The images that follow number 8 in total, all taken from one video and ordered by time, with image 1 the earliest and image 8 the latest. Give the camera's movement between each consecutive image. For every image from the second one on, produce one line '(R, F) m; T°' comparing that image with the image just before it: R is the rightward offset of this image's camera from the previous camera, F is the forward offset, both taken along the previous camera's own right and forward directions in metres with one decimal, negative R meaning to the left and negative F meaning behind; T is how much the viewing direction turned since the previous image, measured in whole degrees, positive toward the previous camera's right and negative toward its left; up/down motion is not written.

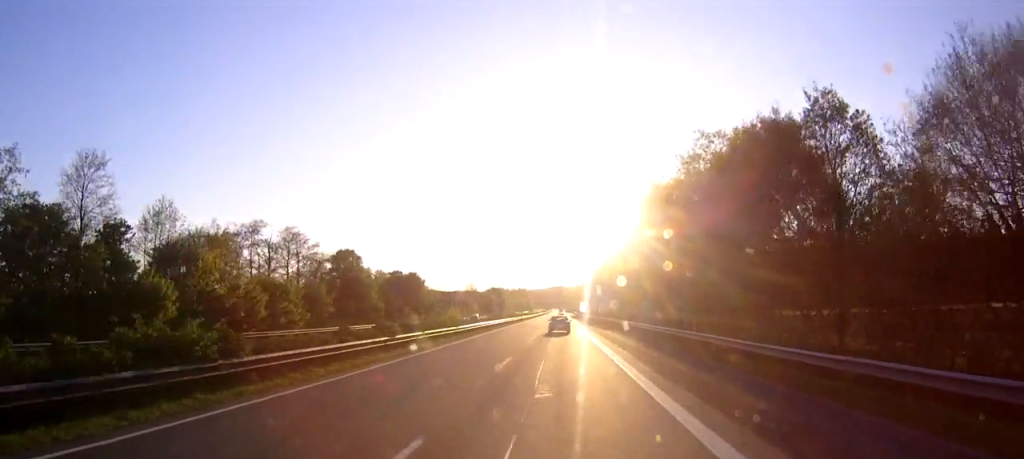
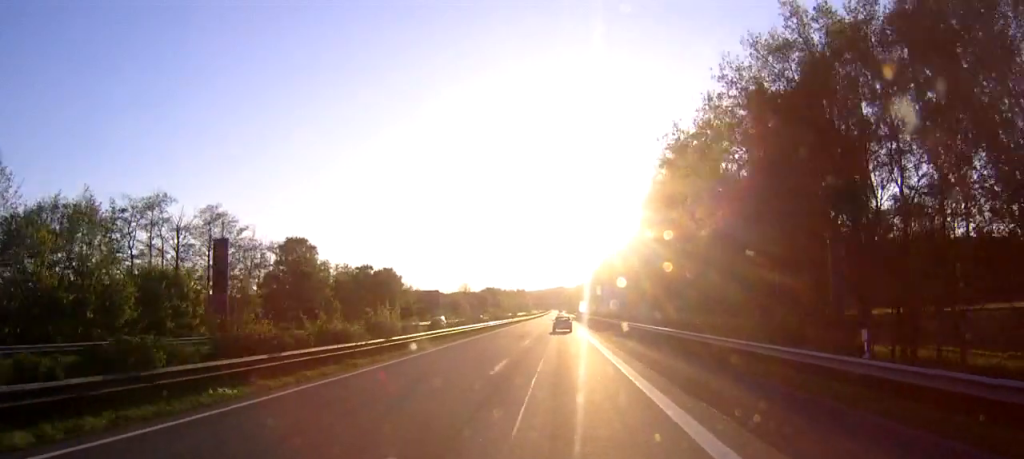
(0.0, +21.9) m; 0°
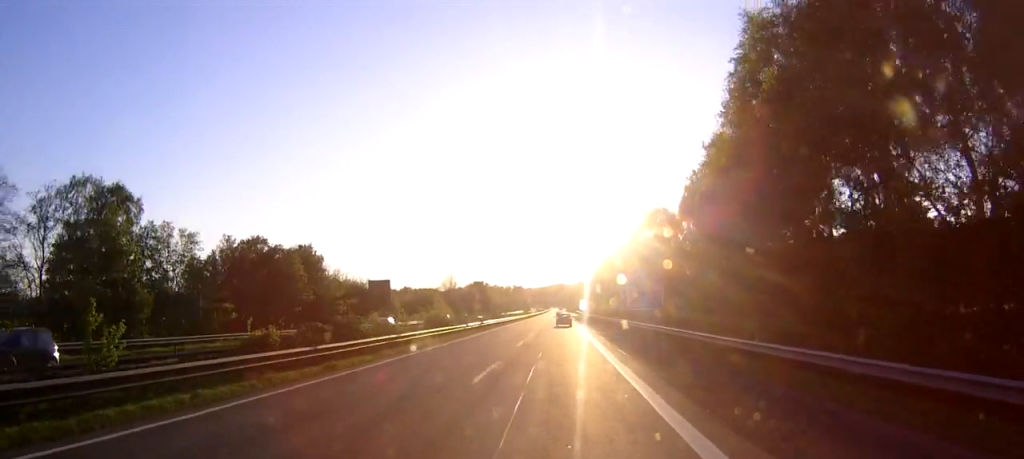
(0.0, +43.2) m; 0°
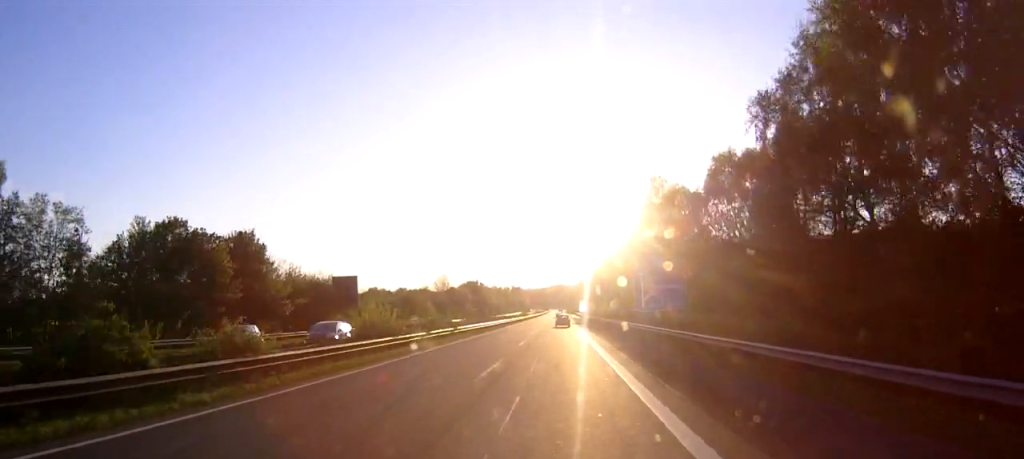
(0.0, +16.9) m; 0°
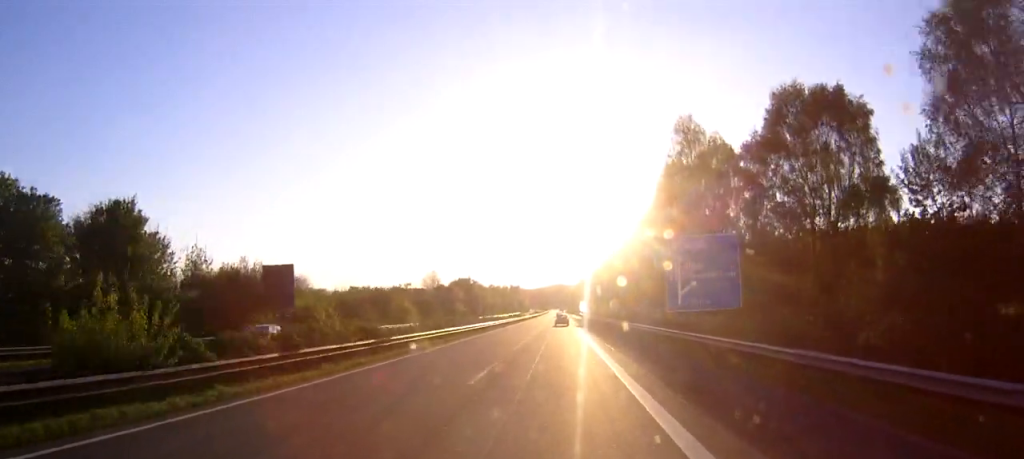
(0.0, +21.5) m; 0°
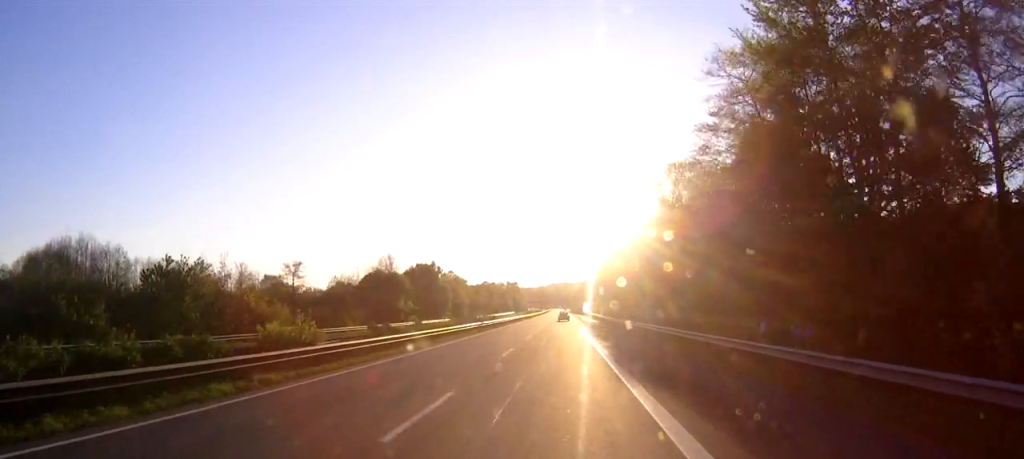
(-0.2, +64.2) m; 0°
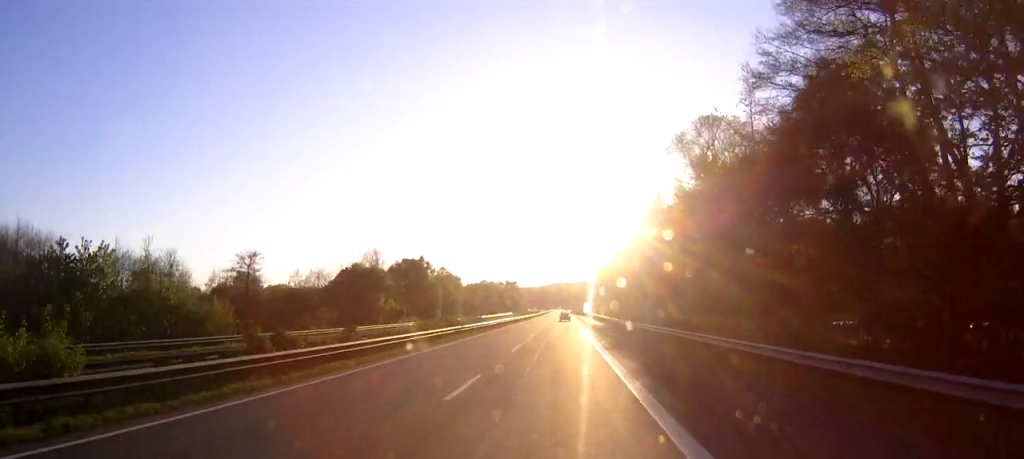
(0.0, +13.2) m; 0°
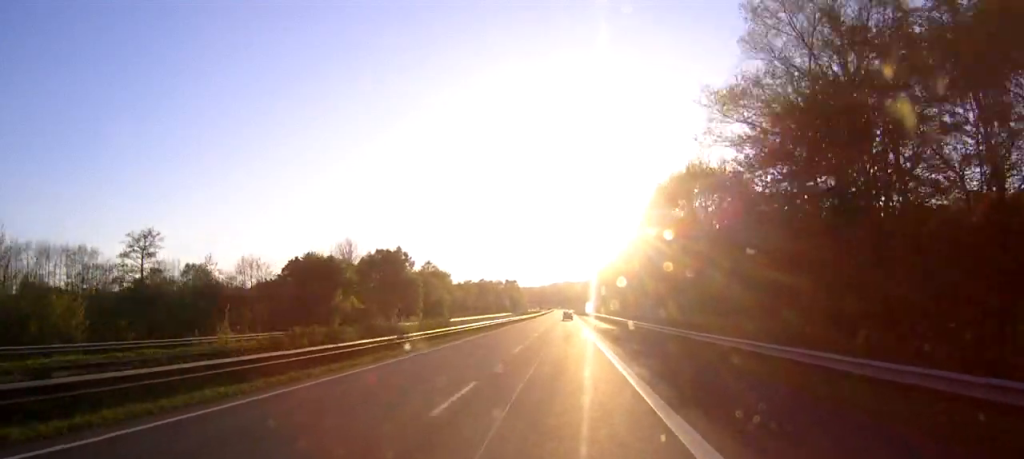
(0.0, +20.7) m; 0°
